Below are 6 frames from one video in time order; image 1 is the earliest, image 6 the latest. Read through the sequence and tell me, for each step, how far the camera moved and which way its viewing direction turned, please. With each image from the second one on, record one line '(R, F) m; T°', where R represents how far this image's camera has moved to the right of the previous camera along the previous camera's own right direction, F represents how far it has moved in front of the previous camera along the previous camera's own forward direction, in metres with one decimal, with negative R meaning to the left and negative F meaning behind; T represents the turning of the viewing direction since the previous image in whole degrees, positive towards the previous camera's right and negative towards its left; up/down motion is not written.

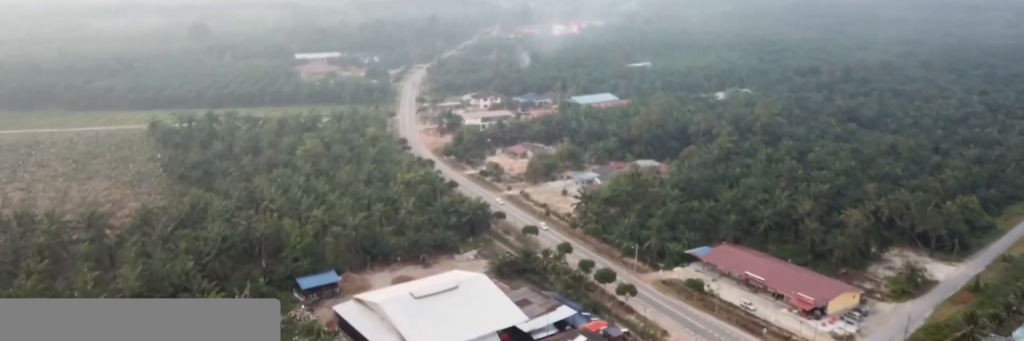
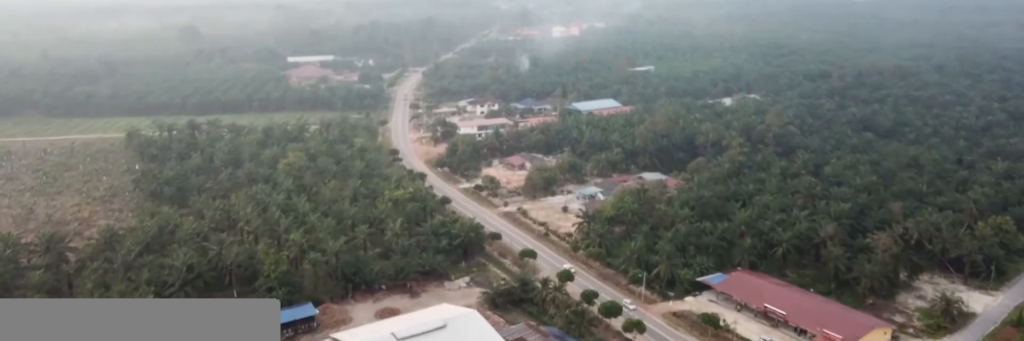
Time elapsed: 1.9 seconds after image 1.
(0.0, +19.1) m; 0°
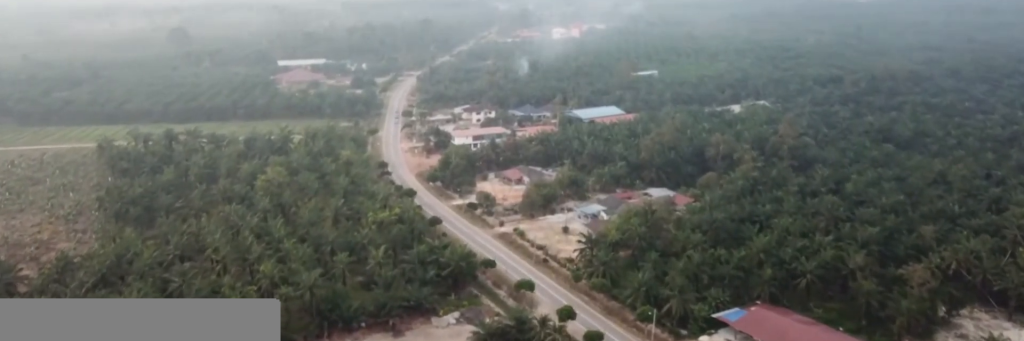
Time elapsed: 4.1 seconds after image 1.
(0.0, +21.8) m; 0°
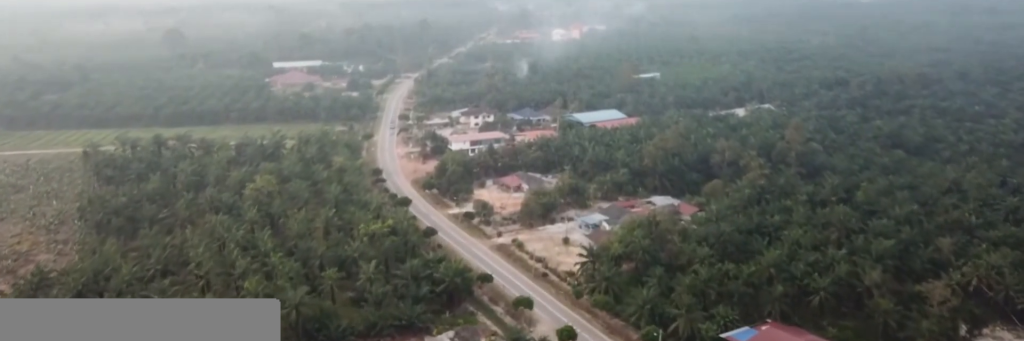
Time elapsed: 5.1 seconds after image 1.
(-0.1, +10.2) m; -1°
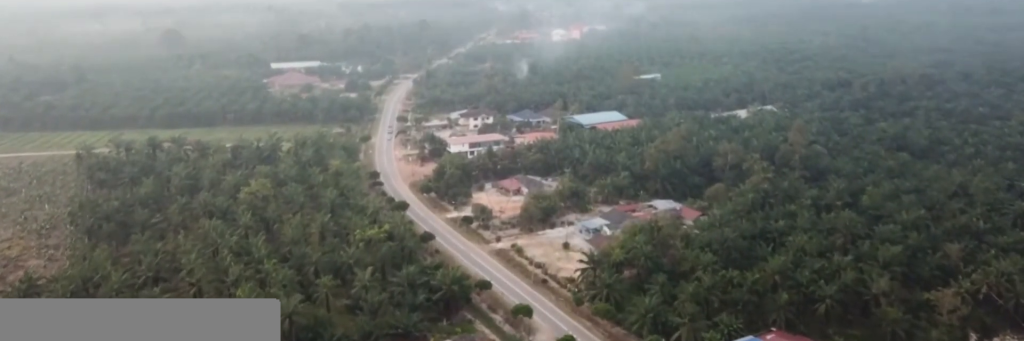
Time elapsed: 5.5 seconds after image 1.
(-0.2, +4.5) m; +1°
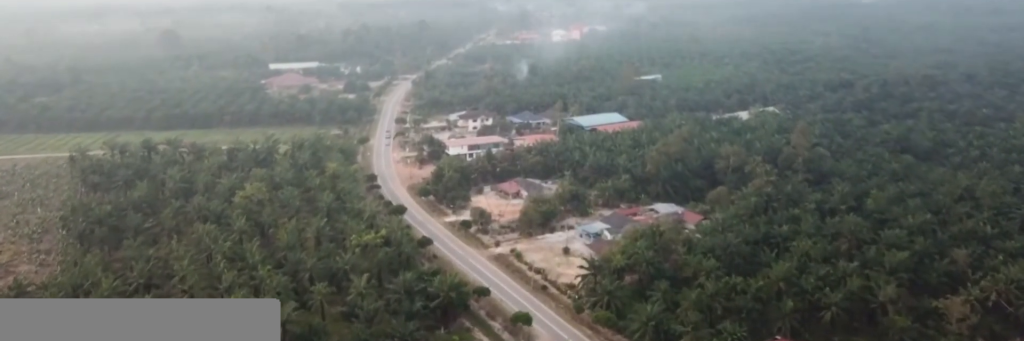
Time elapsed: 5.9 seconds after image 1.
(0.0, +4.2) m; 0°
